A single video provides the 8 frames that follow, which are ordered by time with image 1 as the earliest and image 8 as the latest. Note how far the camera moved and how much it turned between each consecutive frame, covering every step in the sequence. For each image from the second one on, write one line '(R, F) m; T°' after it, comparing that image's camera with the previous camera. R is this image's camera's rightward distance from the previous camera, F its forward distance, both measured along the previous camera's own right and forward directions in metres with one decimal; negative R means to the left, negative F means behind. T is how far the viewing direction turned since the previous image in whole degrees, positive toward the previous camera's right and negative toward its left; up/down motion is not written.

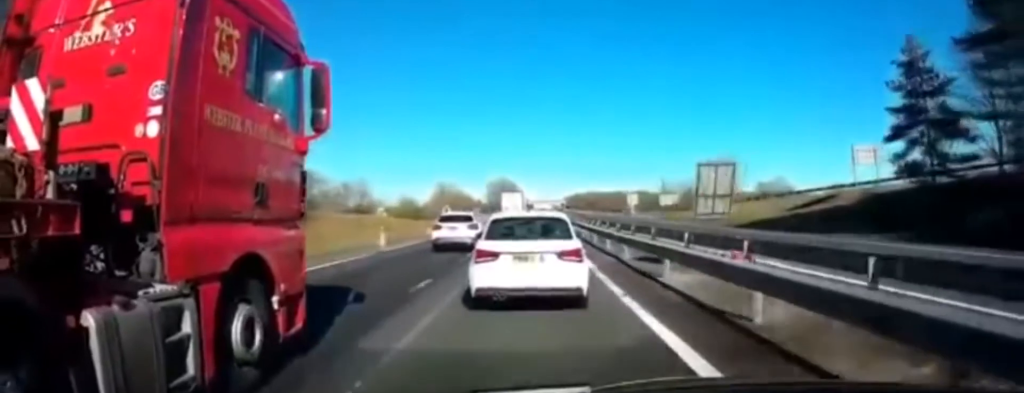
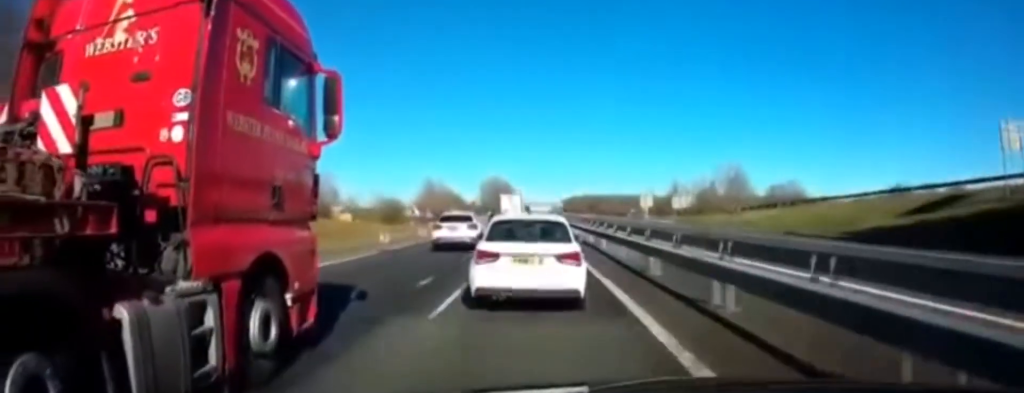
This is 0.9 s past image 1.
(-0.2, +18.4) m; 0°
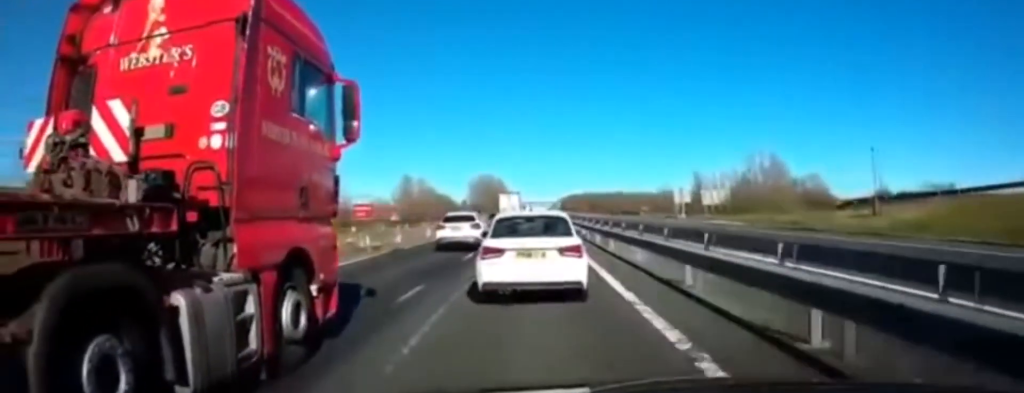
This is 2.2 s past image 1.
(+0.6, +28.0) m; +2°
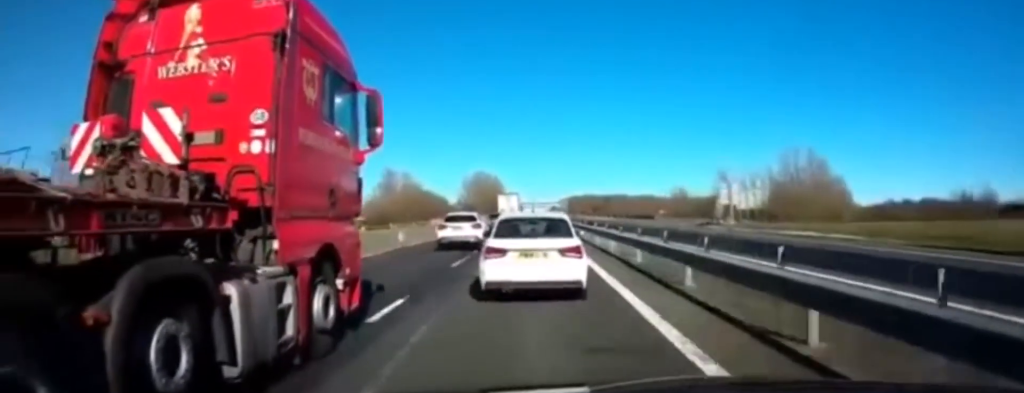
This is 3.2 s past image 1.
(+0.2, +19.5) m; 0°
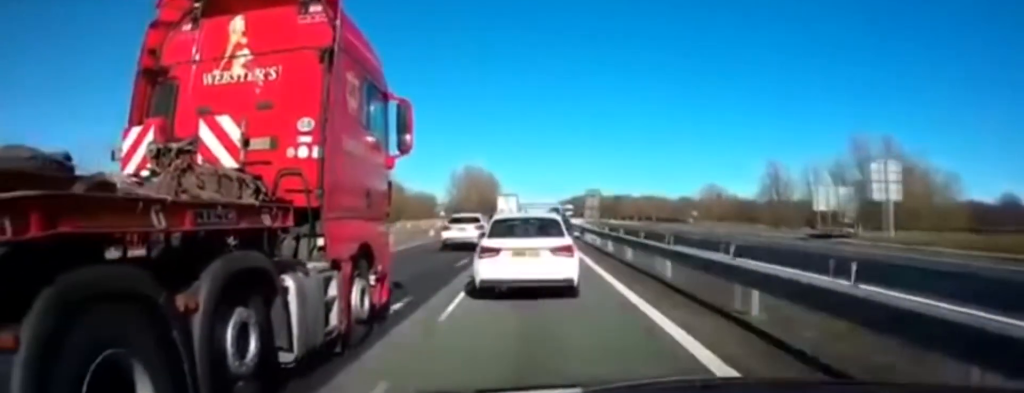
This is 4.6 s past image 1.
(-0.2, +27.6) m; 0°
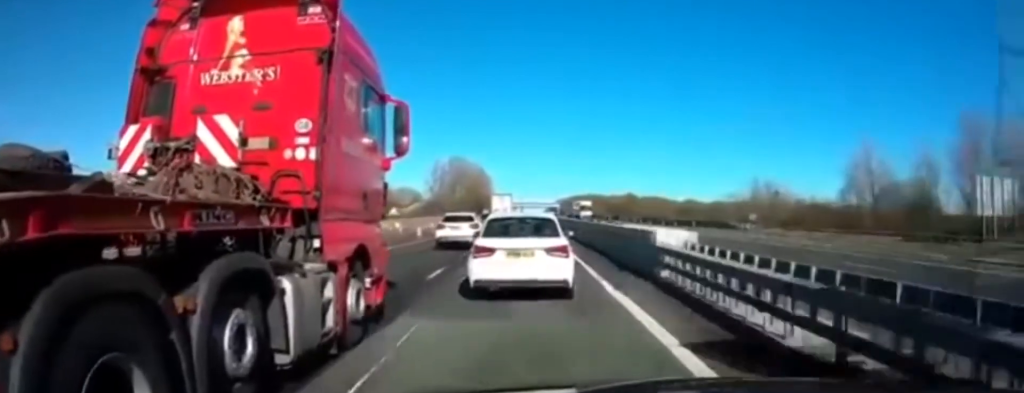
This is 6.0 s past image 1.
(+0.2, +29.4) m; 0°
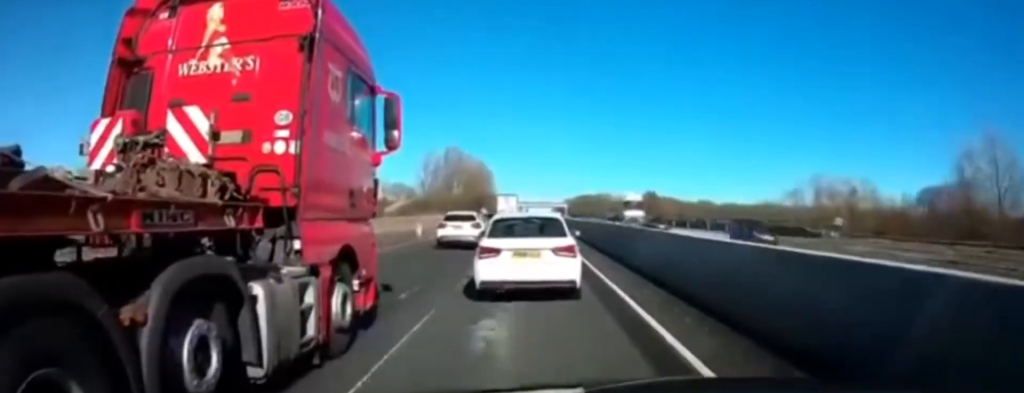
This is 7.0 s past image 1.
(-0.3, +21.4) m; -1°
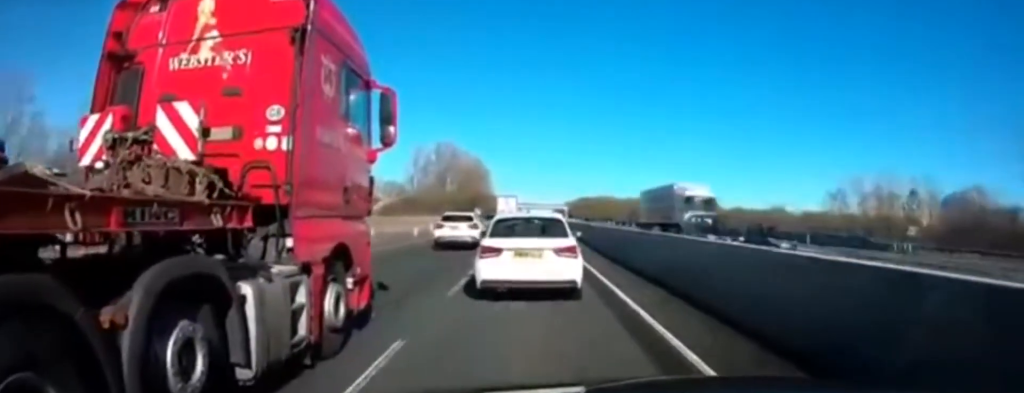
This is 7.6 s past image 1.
(0.0, +12.4) m; 0°
